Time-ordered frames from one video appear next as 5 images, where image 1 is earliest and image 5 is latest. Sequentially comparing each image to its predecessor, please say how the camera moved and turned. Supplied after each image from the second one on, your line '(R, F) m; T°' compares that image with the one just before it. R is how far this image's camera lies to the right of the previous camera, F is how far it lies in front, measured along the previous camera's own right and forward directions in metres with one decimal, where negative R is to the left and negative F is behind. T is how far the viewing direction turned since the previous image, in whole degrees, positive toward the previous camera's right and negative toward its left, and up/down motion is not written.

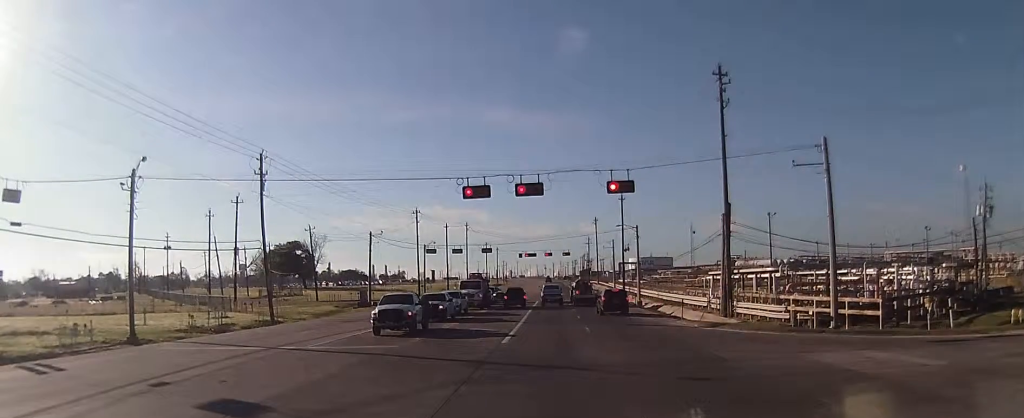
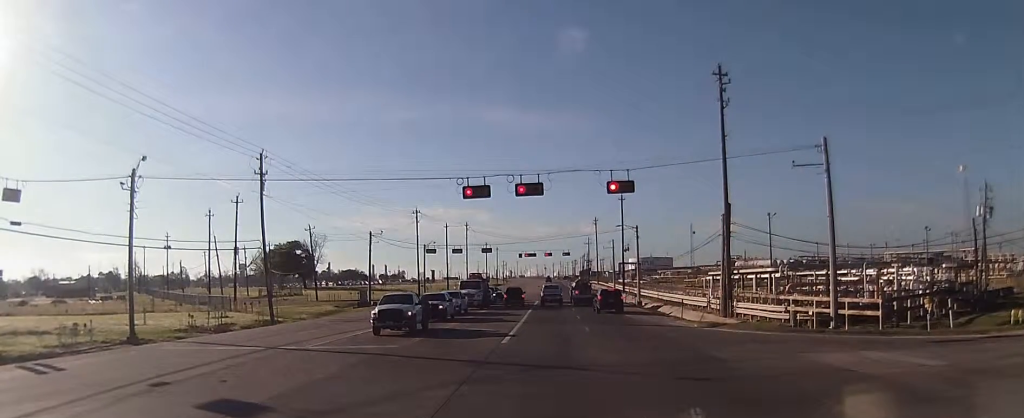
(0.0, 0.0) m; 0°
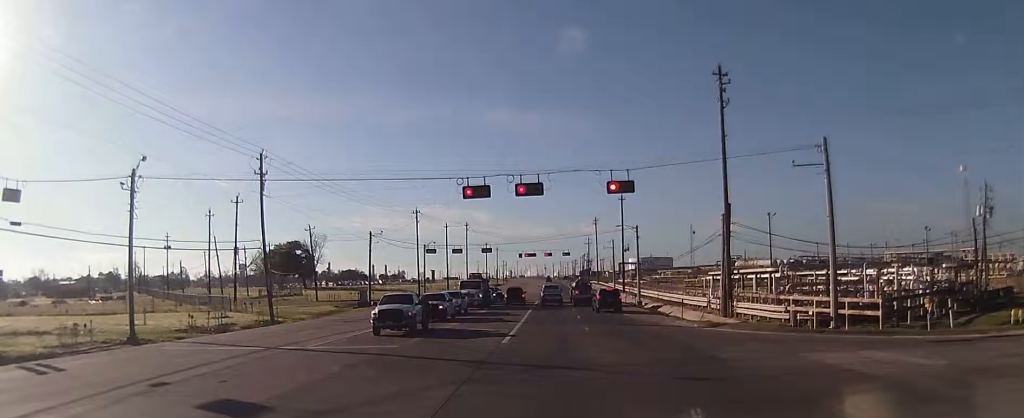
(0.0, 0.0) m; 0°
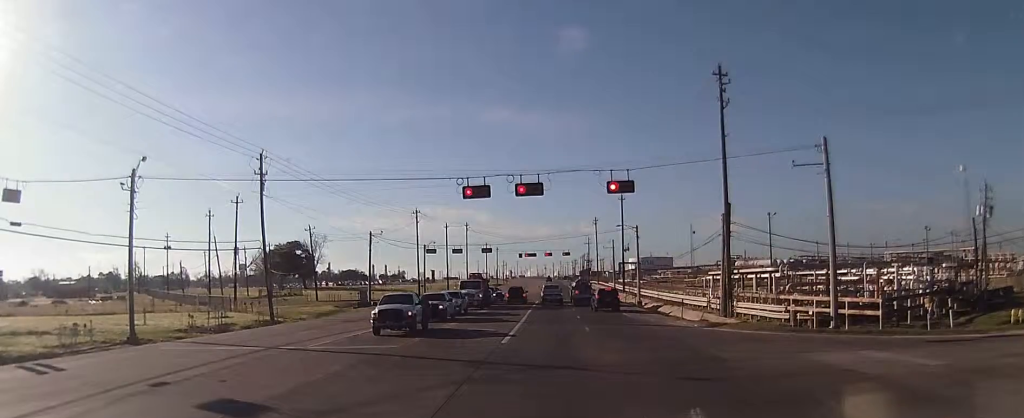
(0.0, 0.0) m; 0°
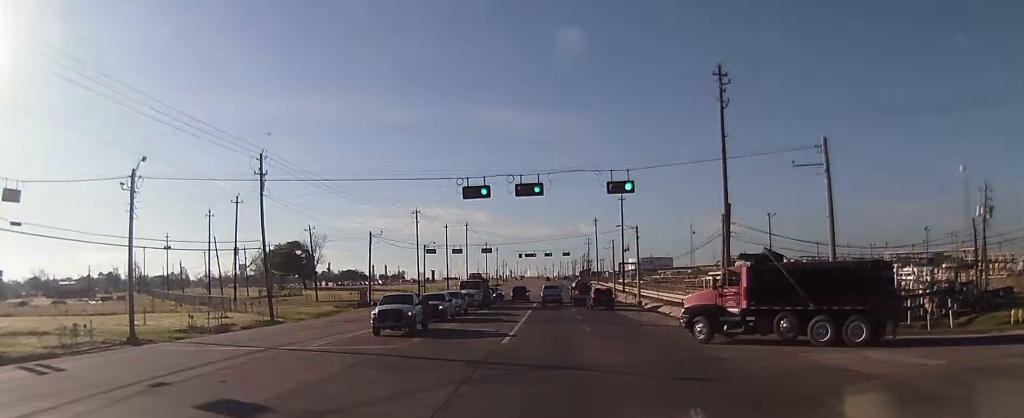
(0.0, 0.0) m; 0°
